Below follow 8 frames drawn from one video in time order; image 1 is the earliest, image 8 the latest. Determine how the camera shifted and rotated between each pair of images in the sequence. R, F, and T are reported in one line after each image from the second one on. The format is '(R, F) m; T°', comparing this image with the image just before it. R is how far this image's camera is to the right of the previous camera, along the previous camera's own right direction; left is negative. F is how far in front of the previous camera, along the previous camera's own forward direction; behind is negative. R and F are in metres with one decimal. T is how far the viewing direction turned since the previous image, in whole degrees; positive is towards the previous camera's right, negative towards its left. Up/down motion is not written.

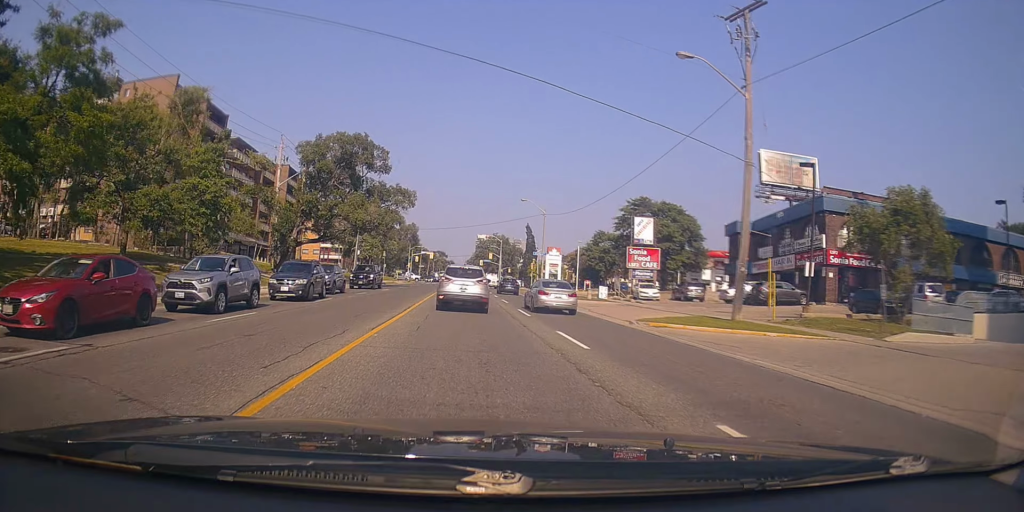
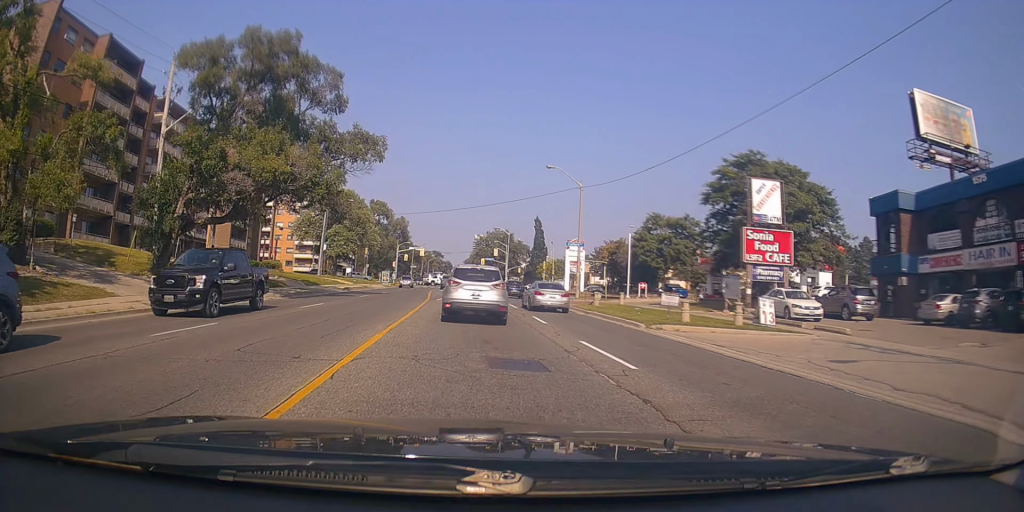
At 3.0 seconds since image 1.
(-2.2, +22.3) m; -4°
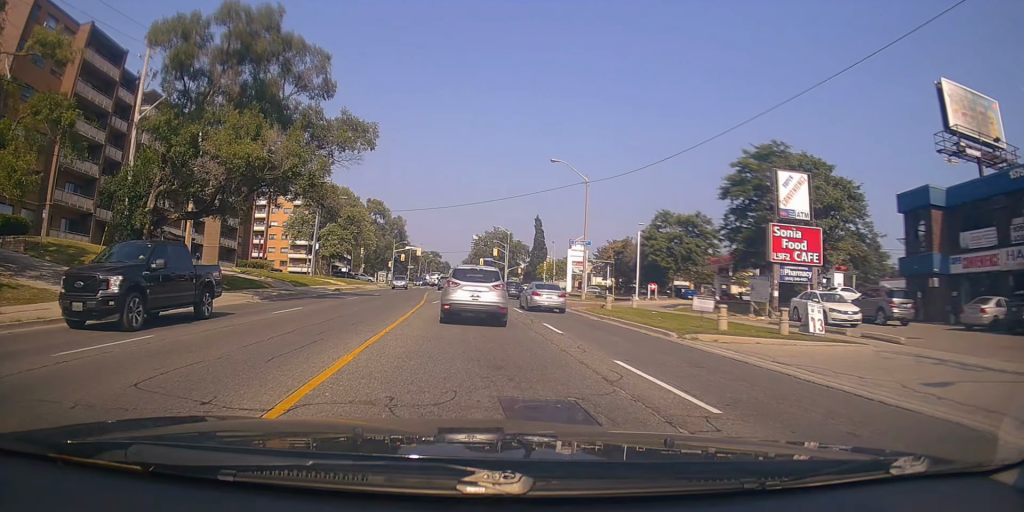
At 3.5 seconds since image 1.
(+0.5, +3.1) m; +4°
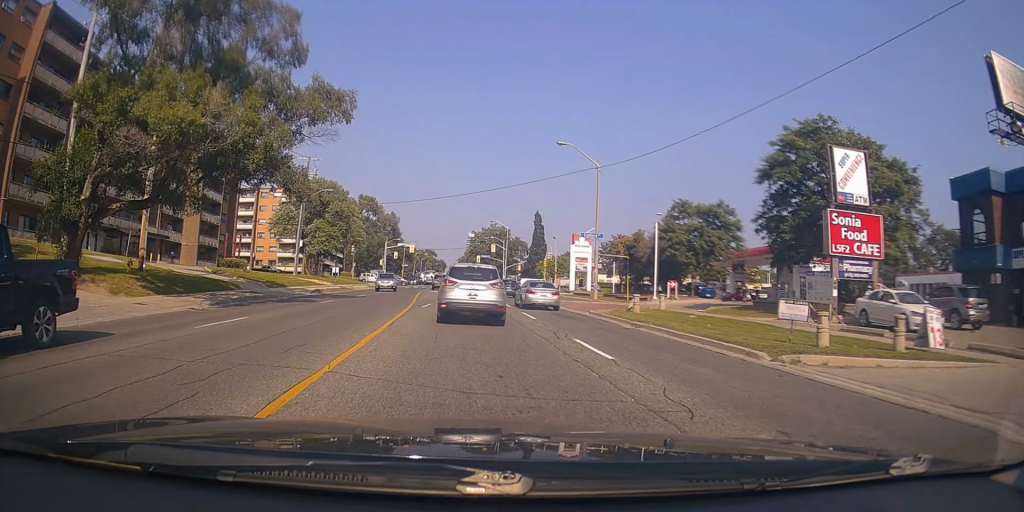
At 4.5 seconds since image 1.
(+0.3, +5.5) m; +1°
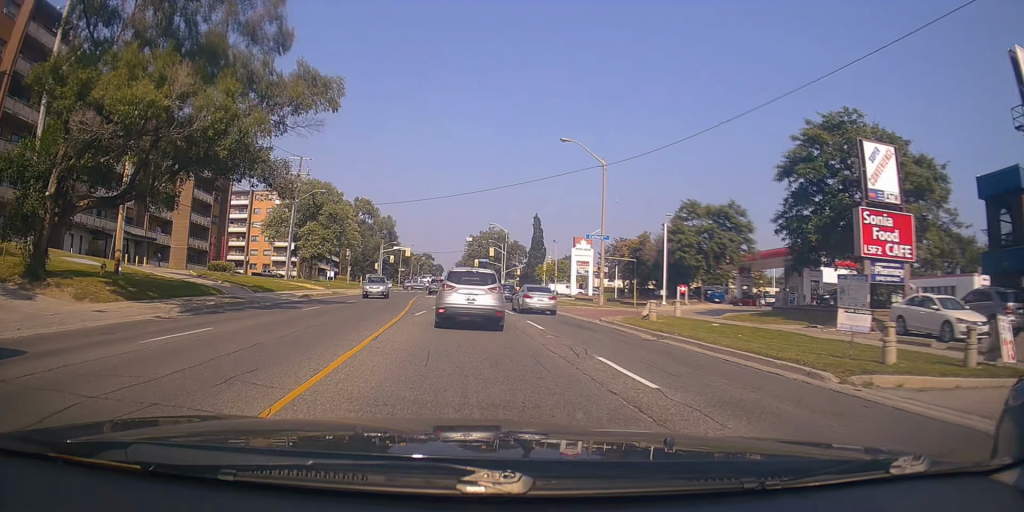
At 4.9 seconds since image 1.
(0.0, +2.4) m; -2°
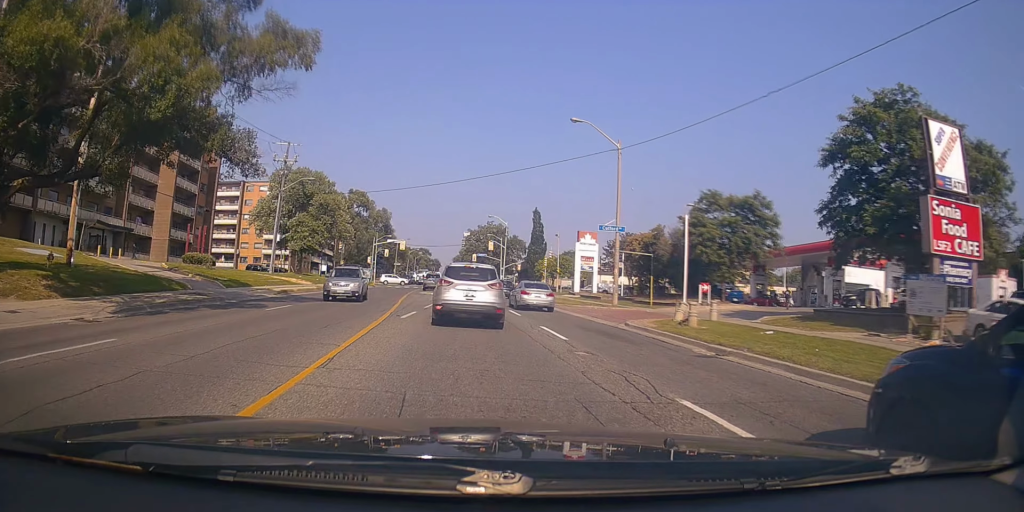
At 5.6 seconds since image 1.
(-0.3, +3.9) m; -1°
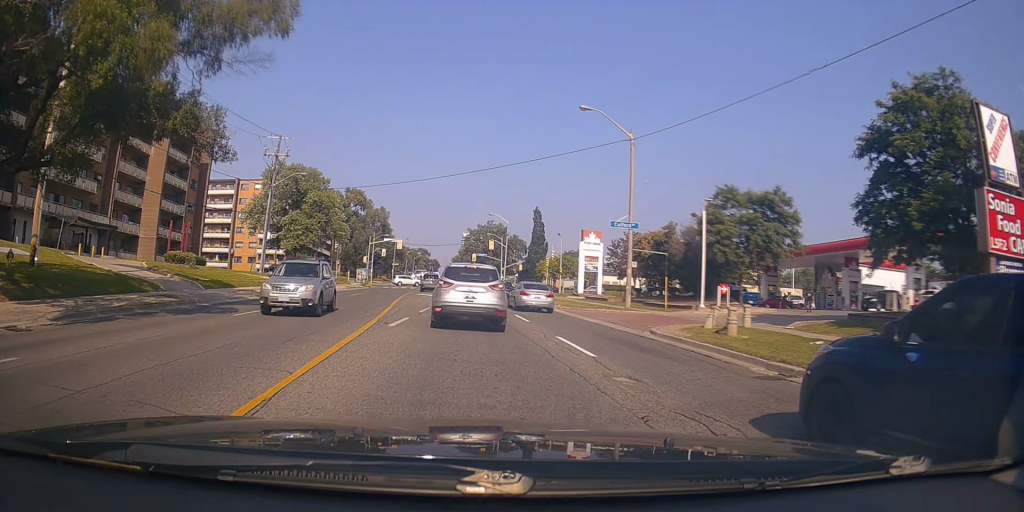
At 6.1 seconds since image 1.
(-0.1, +2.6) m; 0°
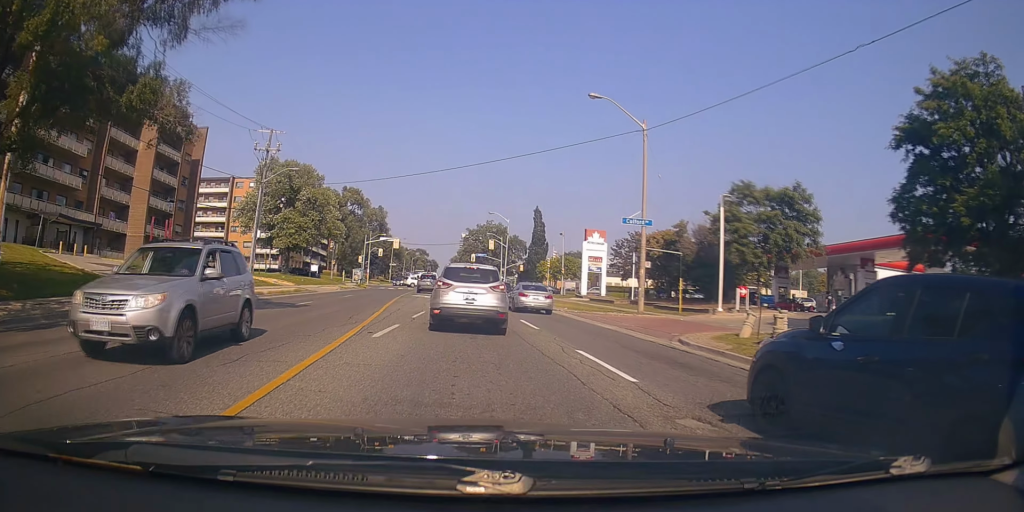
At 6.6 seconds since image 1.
(+0.1, +2.4) m; +2°
